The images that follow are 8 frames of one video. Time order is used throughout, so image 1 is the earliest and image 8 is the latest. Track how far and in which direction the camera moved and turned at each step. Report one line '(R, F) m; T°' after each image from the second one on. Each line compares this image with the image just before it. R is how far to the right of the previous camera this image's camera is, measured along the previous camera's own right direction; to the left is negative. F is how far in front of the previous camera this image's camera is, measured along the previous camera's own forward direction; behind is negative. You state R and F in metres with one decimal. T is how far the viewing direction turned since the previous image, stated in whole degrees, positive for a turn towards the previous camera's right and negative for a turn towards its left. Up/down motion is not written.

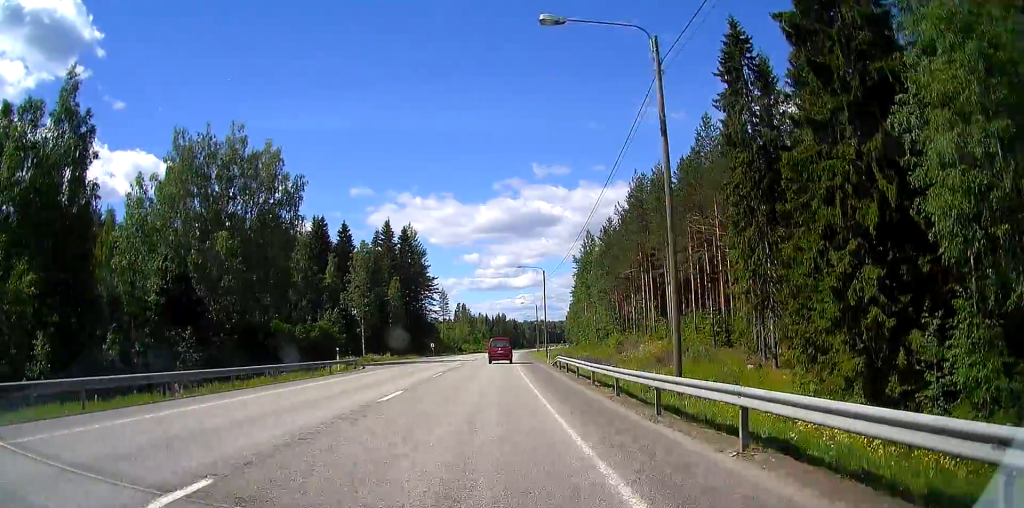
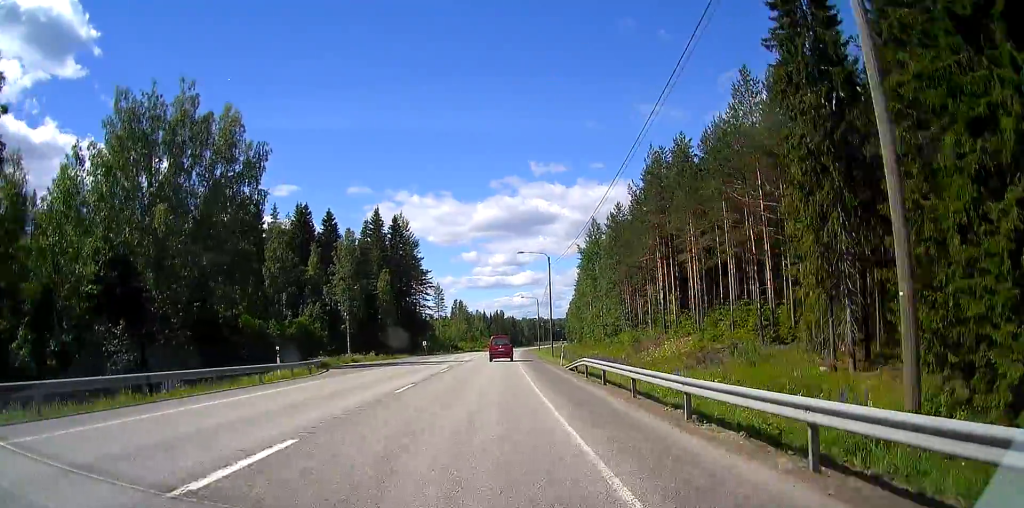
(0.0, +10.1) m; 0°
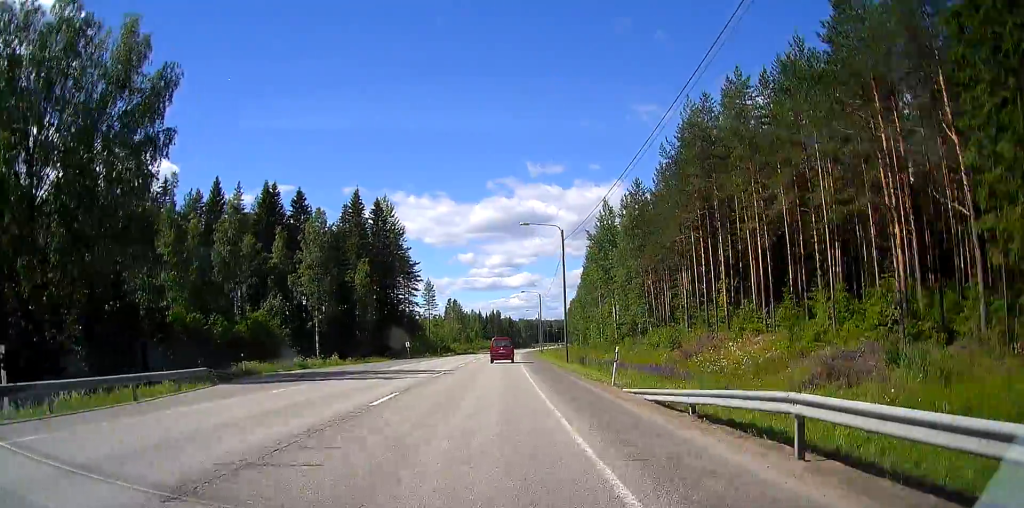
(+0.1, +16.4) m; +1°
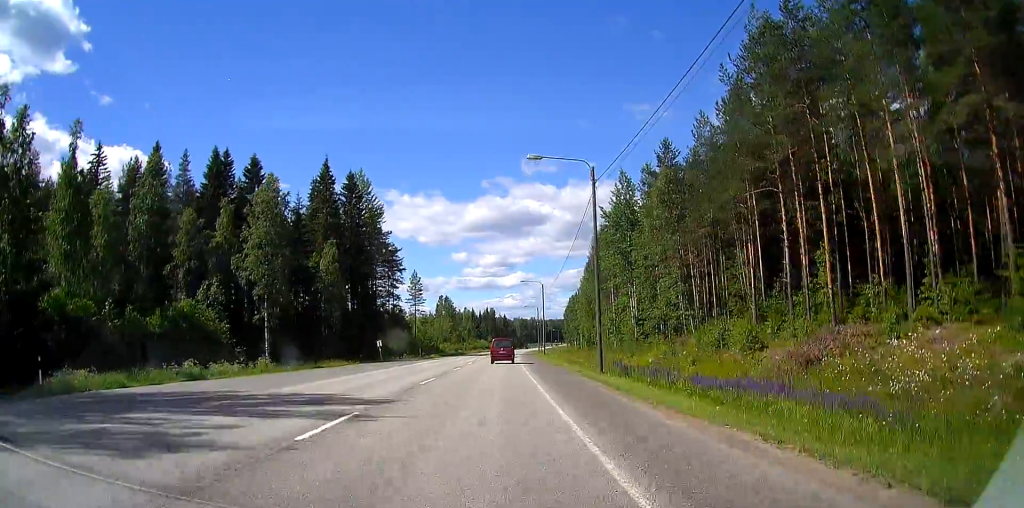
(+0.1, +18.6) m; +1°
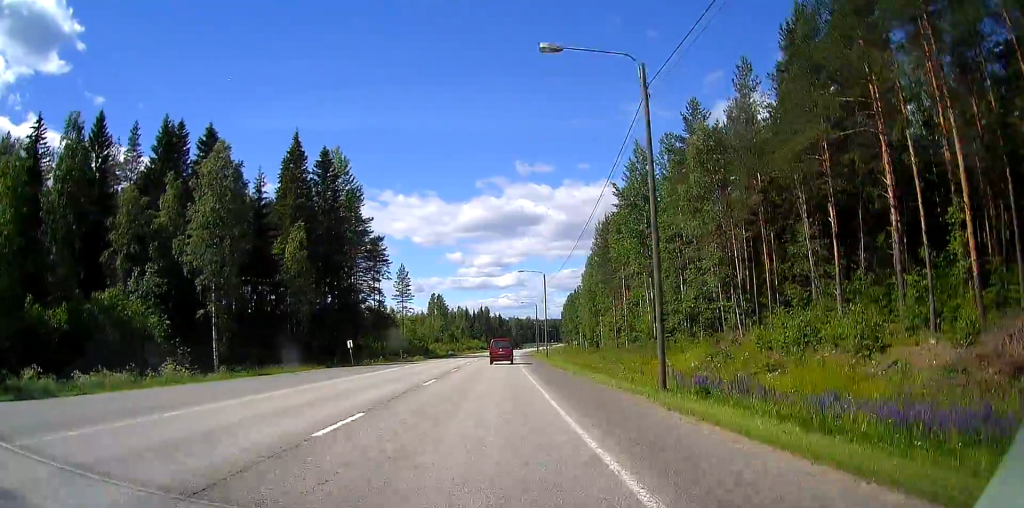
(+0.1, +13.5) m; 0°
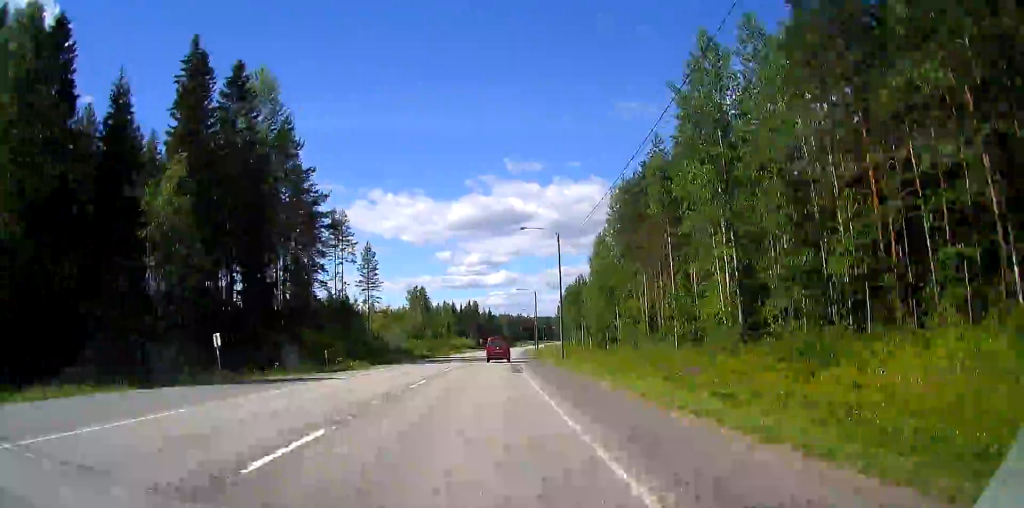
(+0.1, +30.2) m; 0°
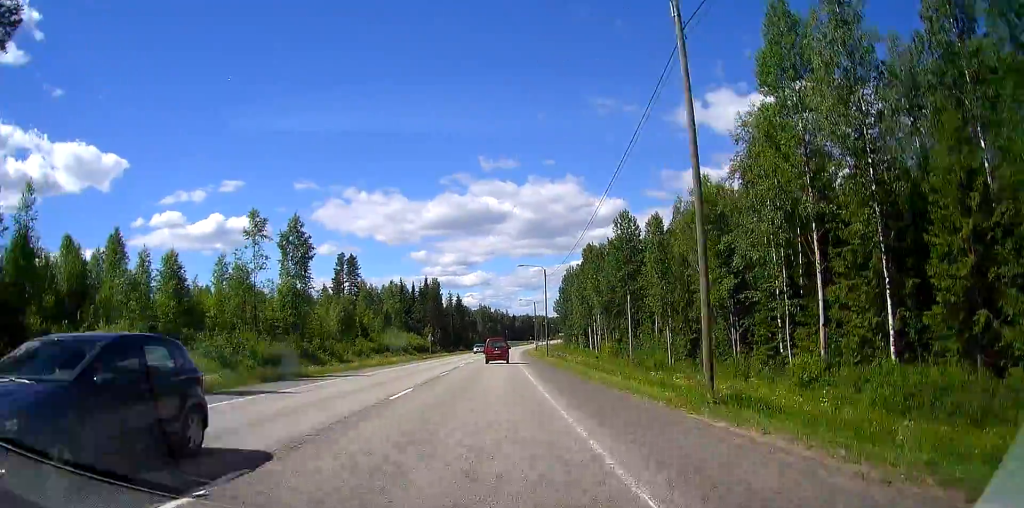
(+1.9, +94.0) m; +3°
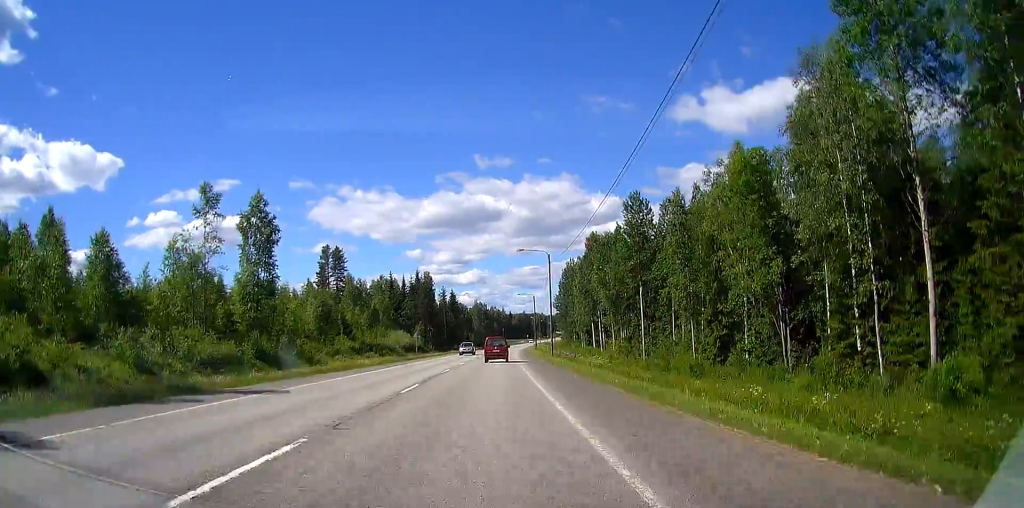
(-0.1, +10.6) m; 0°
